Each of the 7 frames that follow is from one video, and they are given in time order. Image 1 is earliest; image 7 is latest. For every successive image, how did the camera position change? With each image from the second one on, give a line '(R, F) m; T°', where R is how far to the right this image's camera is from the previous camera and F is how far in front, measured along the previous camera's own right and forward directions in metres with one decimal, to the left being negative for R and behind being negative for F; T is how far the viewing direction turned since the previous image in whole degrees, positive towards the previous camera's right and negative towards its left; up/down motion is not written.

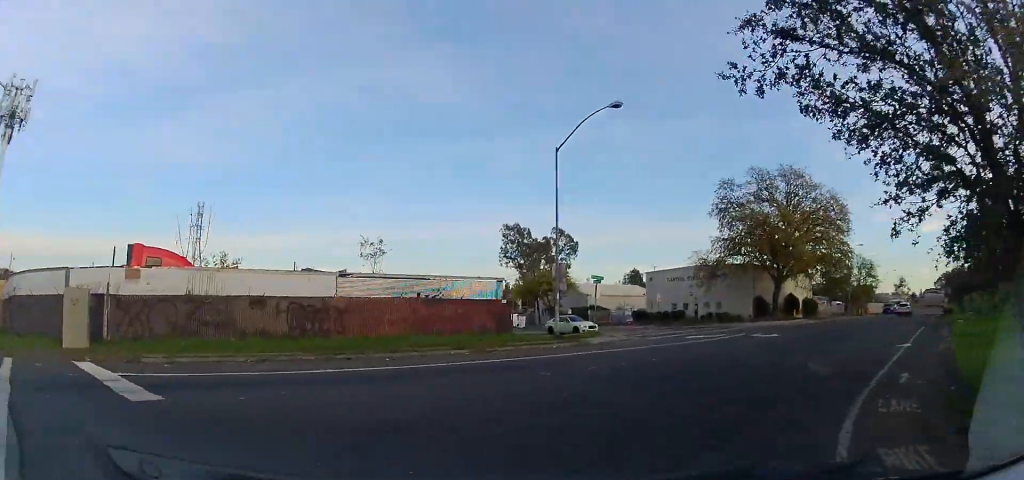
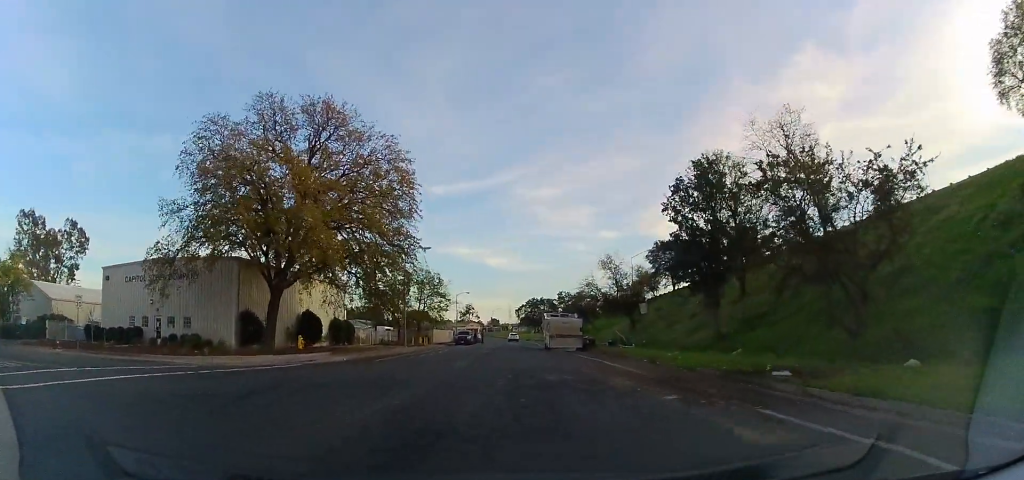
(+13.3, +16.6) m; +60°
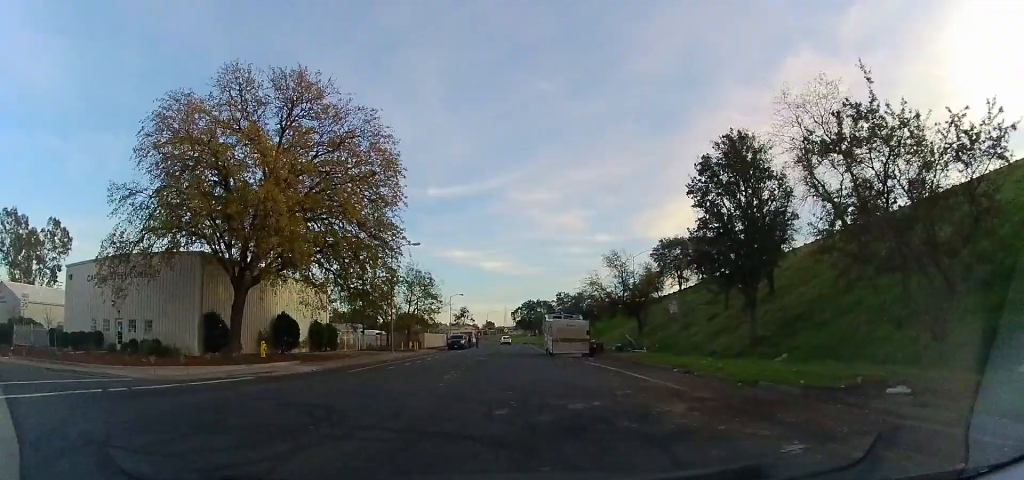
(0.0, +4.3) m; +5°
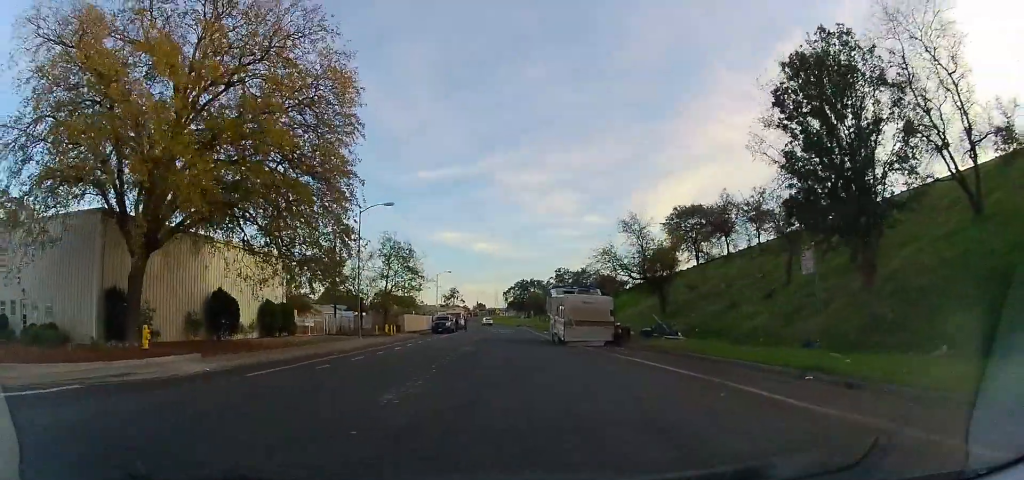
(+0.8, +9.3) m; 0°
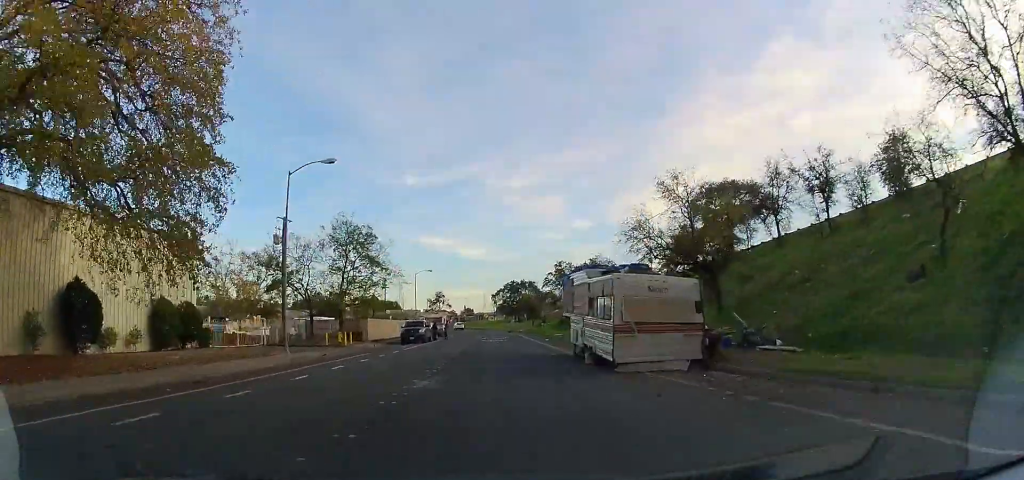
(-1.0, +12.9) m; -3°
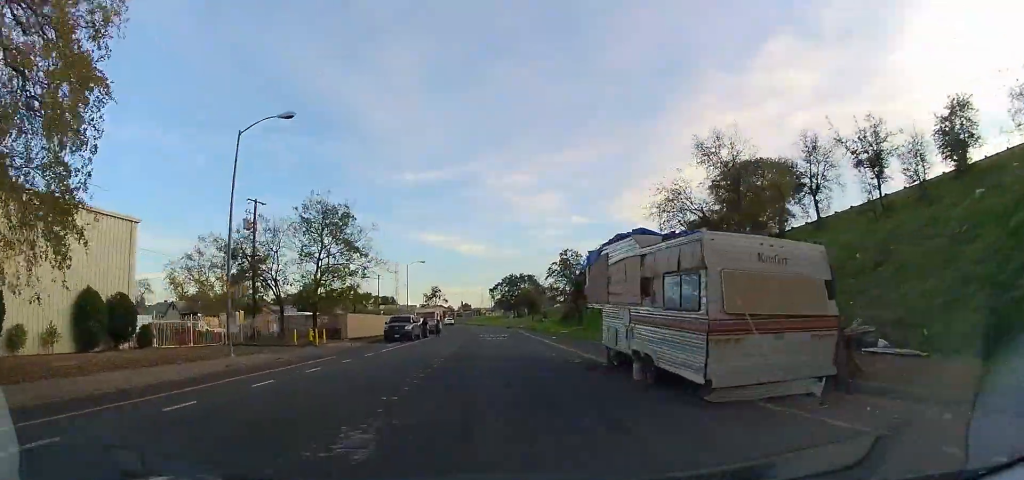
(+0.1, +6.5) m; +2°
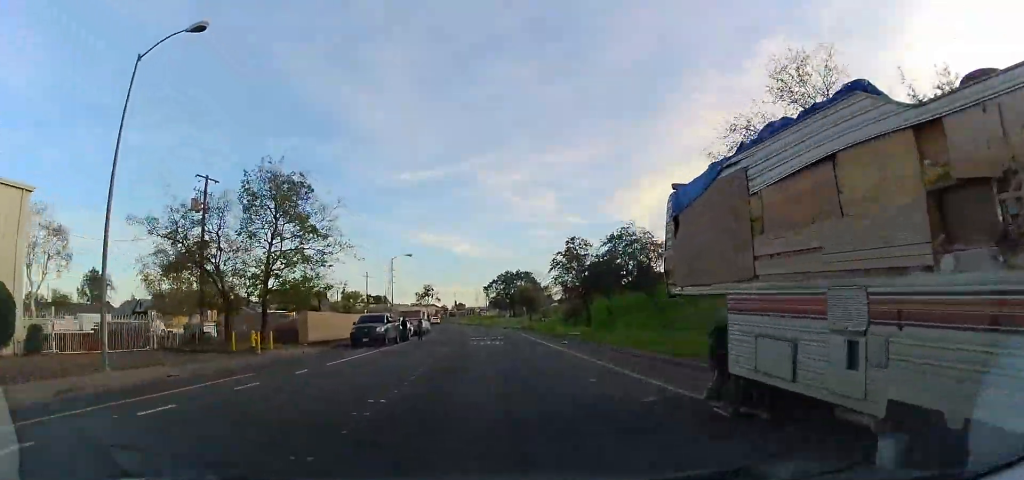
(+0.3, +8.4) m; +2°
